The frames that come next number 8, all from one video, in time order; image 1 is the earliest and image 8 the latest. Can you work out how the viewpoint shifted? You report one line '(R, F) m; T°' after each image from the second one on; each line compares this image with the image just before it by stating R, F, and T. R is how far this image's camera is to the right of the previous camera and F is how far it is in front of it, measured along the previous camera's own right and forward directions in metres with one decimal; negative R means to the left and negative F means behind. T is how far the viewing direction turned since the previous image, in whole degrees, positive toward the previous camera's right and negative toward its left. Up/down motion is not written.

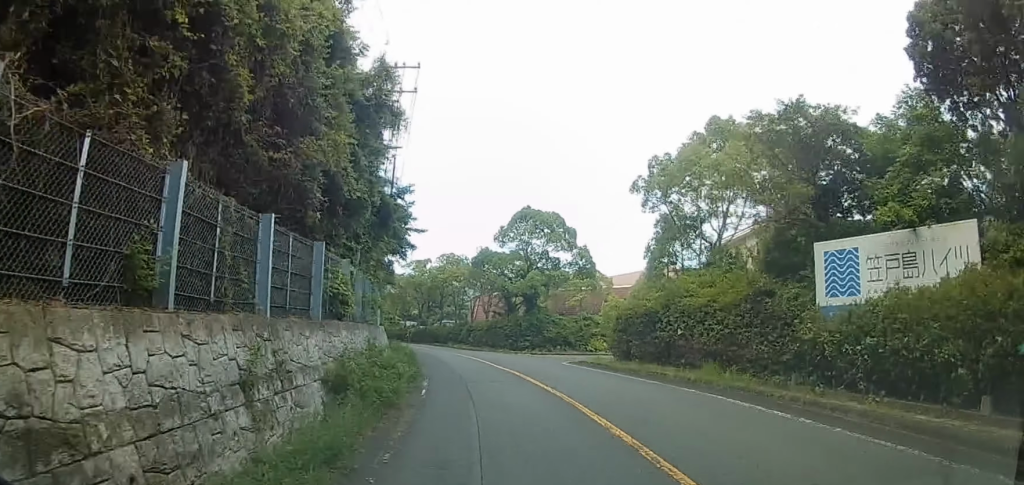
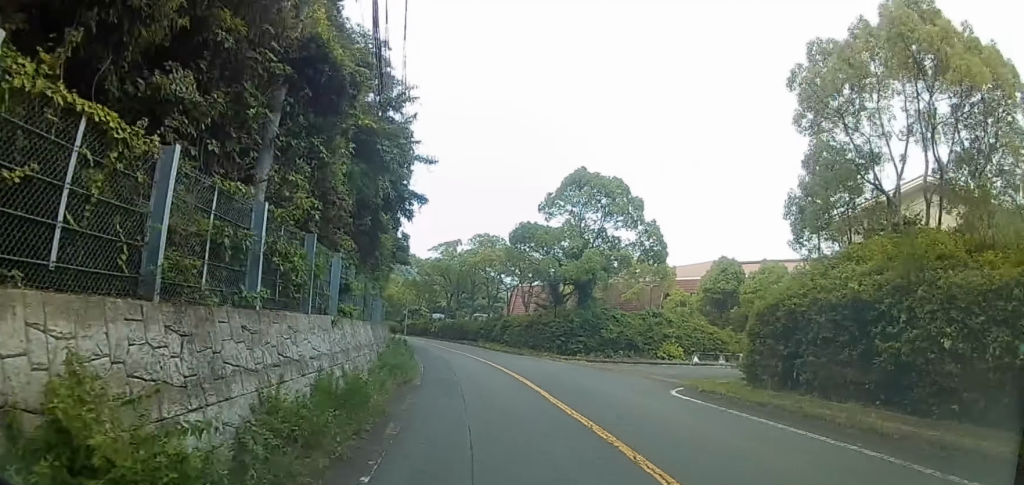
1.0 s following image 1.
(-0.6, +11.1) m; -15°
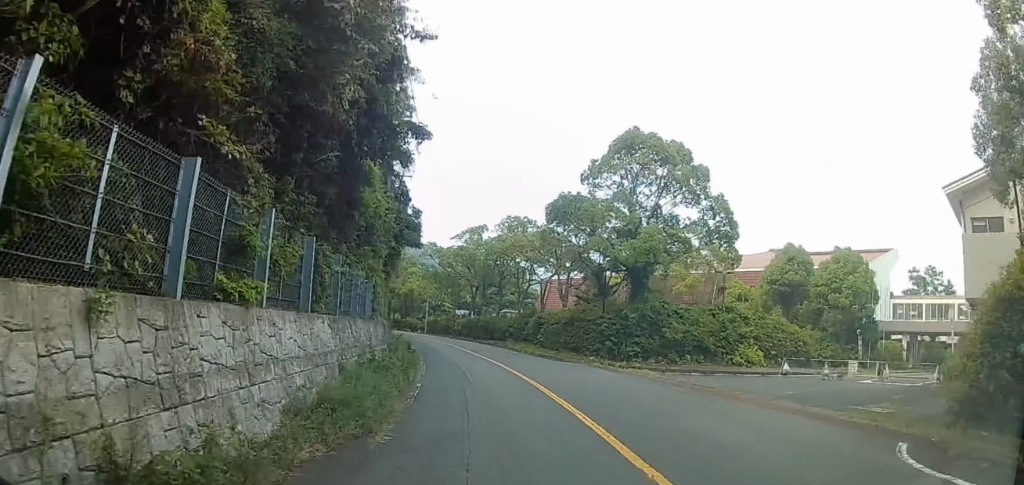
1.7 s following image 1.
(-2.2, +4.3) m; -2°
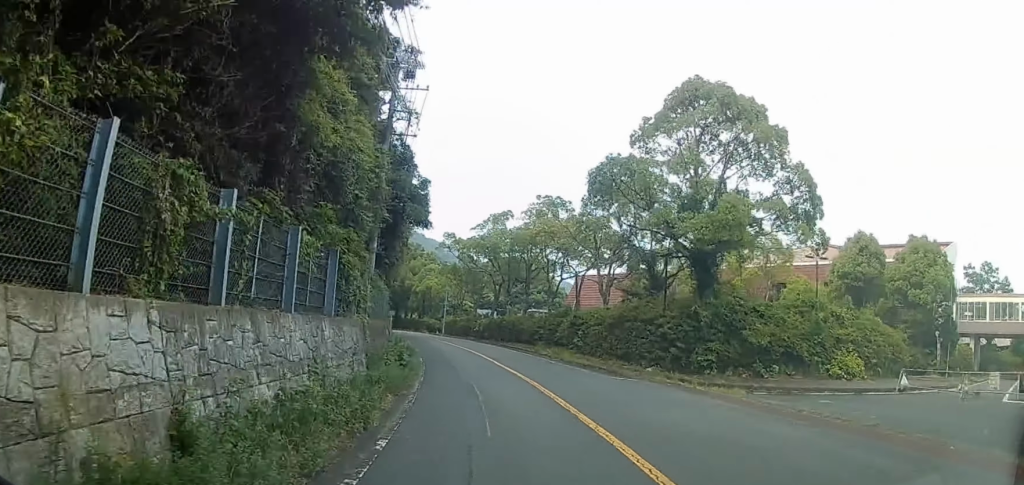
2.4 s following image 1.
(+1.0, +6.9) m; +6°
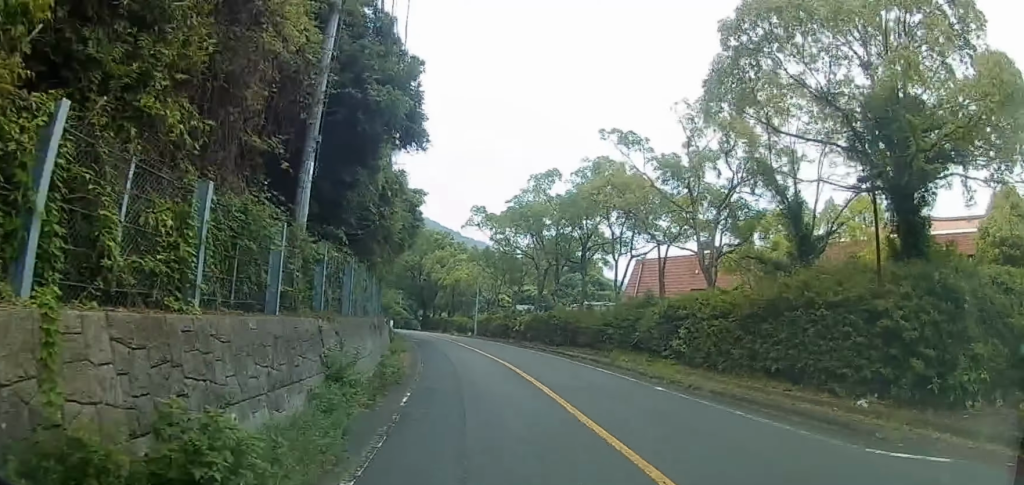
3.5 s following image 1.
(+1.6, +13.7) m; +7°
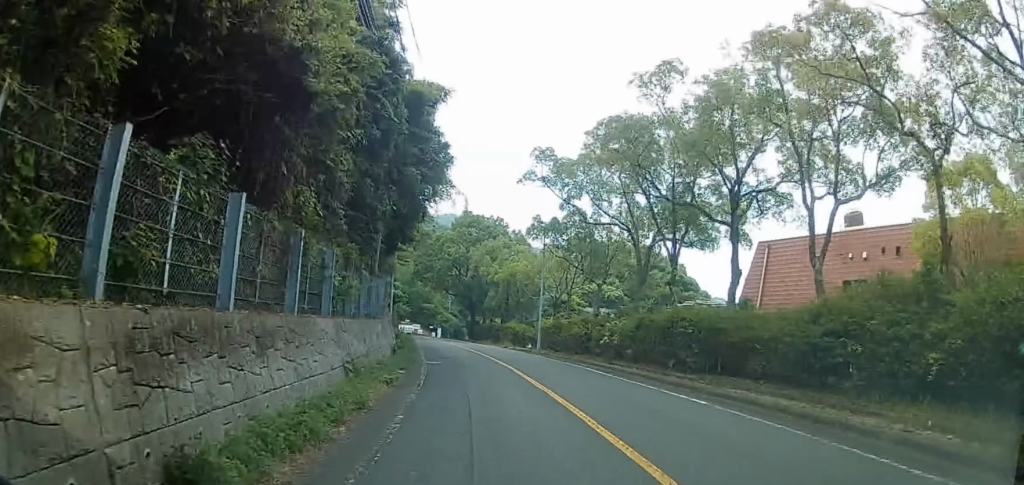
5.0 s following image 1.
(-0.1, +19.1) m; -4°
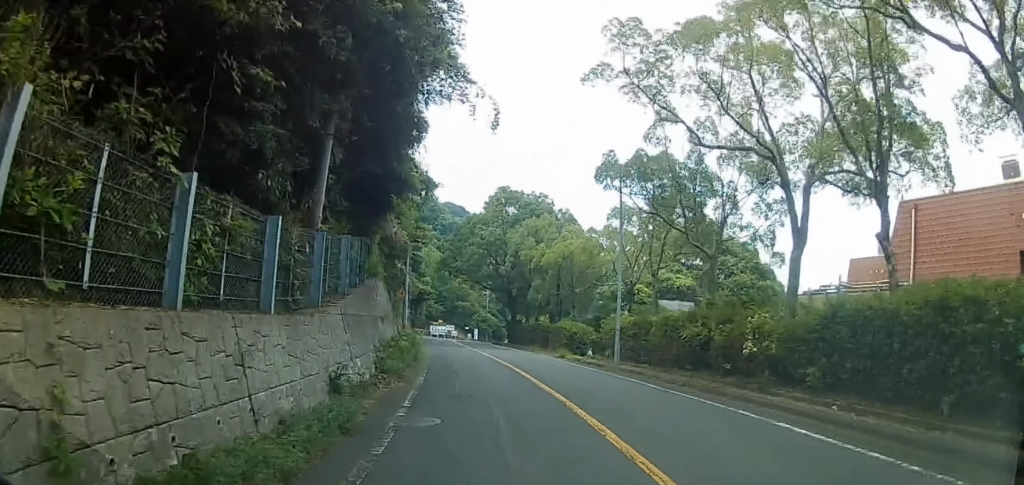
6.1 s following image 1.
(-1.0, +15.0) m; -6°
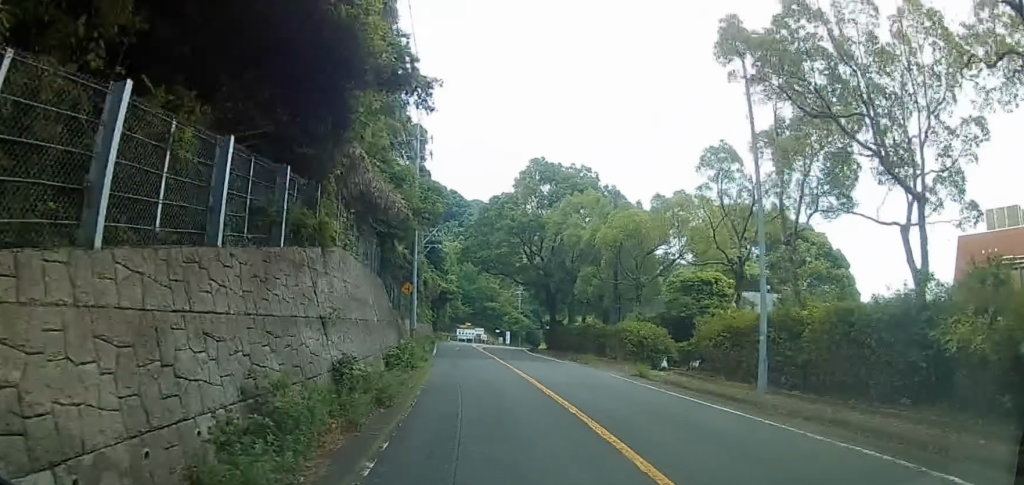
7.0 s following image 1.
(-0.5, +12.8) m; -2°
